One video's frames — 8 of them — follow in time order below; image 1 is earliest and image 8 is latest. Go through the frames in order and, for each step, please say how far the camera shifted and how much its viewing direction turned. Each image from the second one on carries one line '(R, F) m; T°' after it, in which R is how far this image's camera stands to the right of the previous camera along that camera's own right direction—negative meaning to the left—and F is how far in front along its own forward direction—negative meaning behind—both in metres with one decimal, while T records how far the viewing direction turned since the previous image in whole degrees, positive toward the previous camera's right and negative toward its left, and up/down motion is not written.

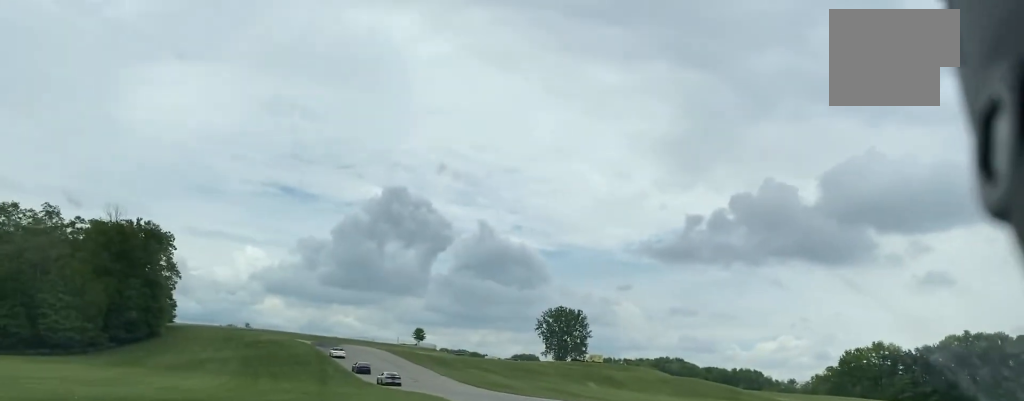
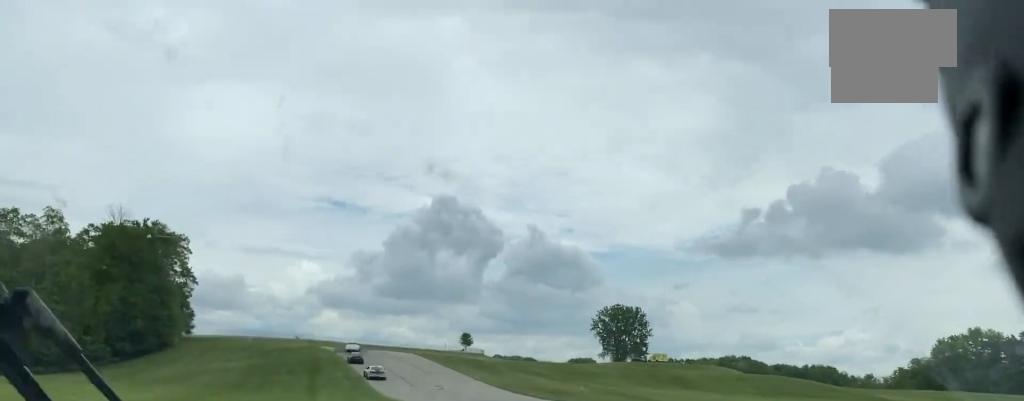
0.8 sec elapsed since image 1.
(-0.4, +20.1) m; -3°
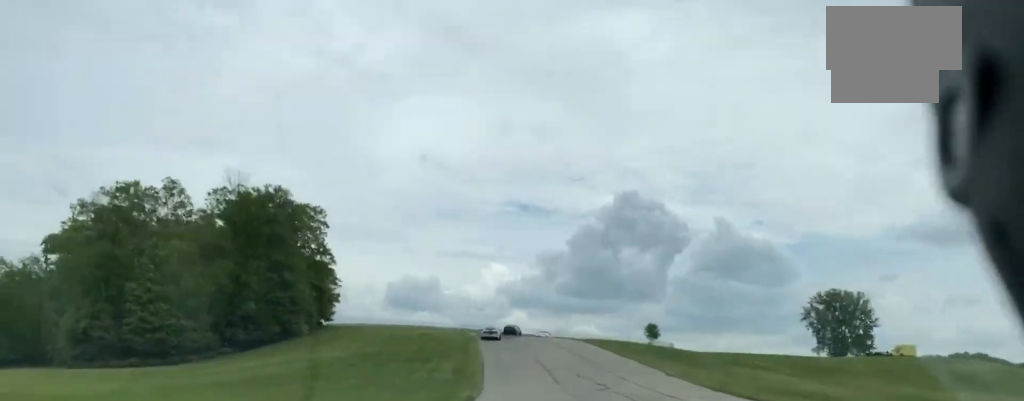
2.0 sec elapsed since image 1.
(-2.2, +33.9) m; -9°
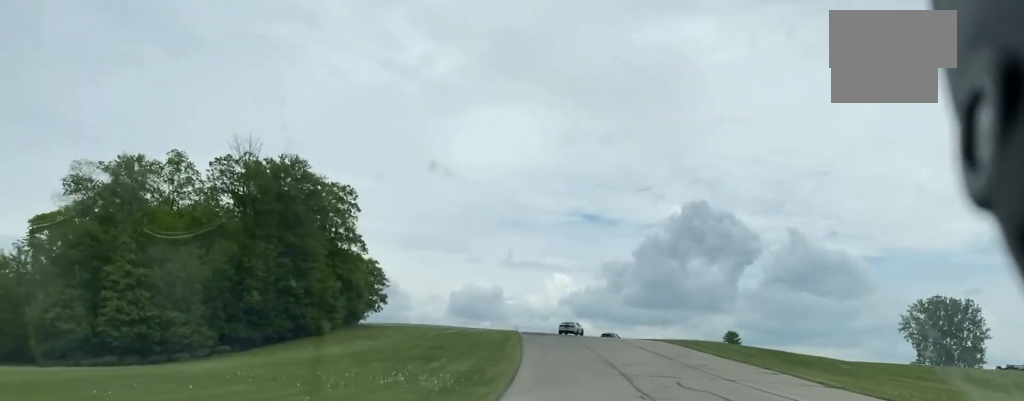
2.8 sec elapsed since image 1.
(-1.5, +20.8) m; -6°
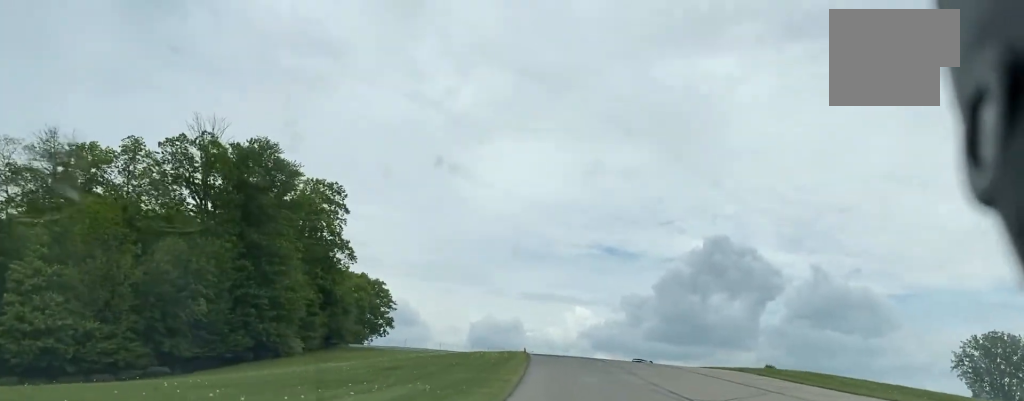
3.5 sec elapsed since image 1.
(-0.9, +19.1) m; -3°
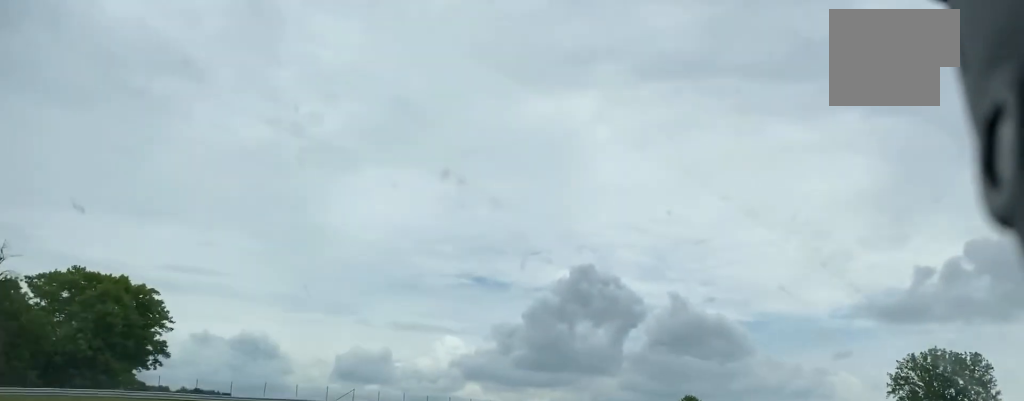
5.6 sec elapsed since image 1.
(+1.5, +58.4) m; +10°
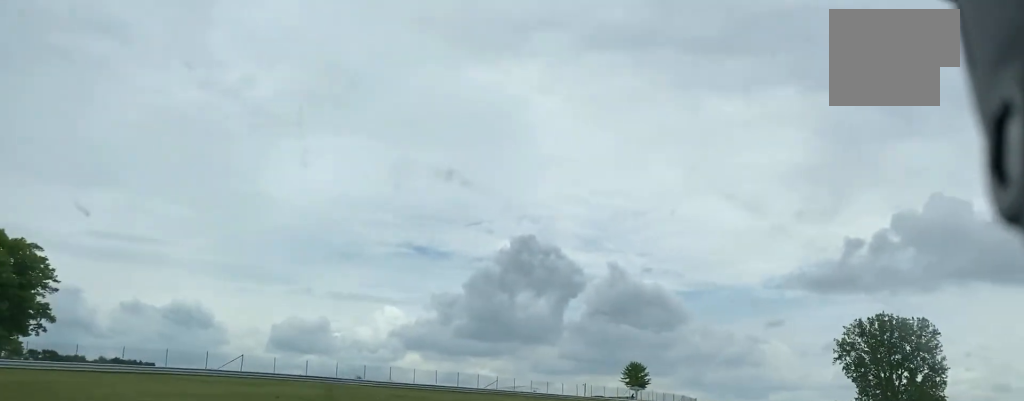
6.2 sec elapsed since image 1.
(-0.4, +13.4) m; +6°
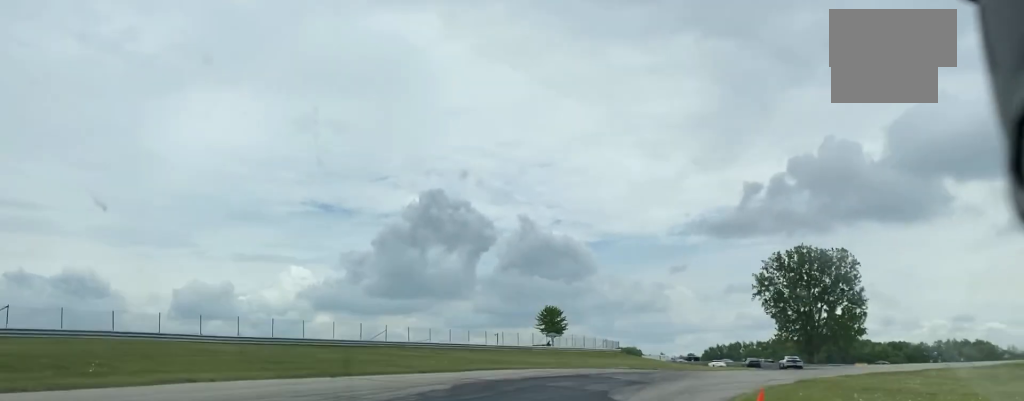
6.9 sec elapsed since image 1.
(+2.3, +16.2) m; +9°
